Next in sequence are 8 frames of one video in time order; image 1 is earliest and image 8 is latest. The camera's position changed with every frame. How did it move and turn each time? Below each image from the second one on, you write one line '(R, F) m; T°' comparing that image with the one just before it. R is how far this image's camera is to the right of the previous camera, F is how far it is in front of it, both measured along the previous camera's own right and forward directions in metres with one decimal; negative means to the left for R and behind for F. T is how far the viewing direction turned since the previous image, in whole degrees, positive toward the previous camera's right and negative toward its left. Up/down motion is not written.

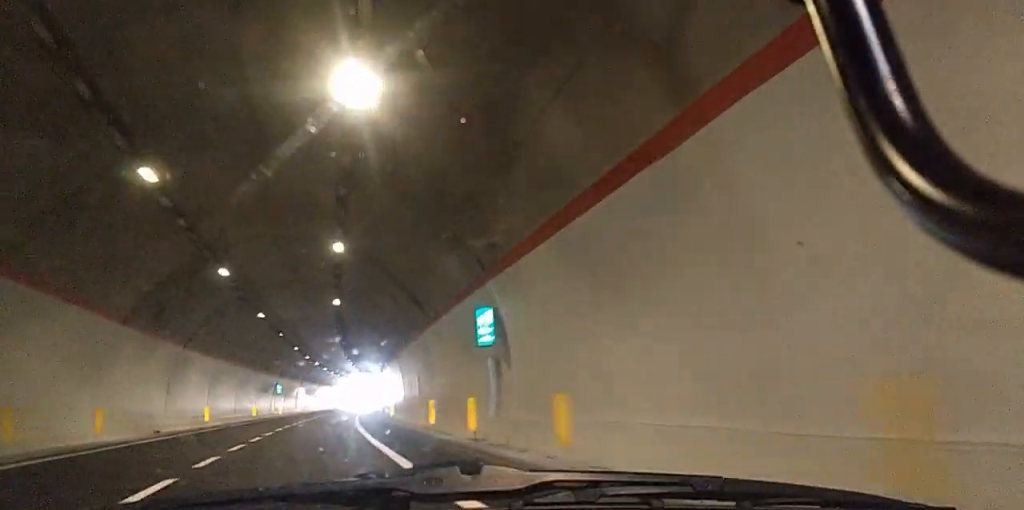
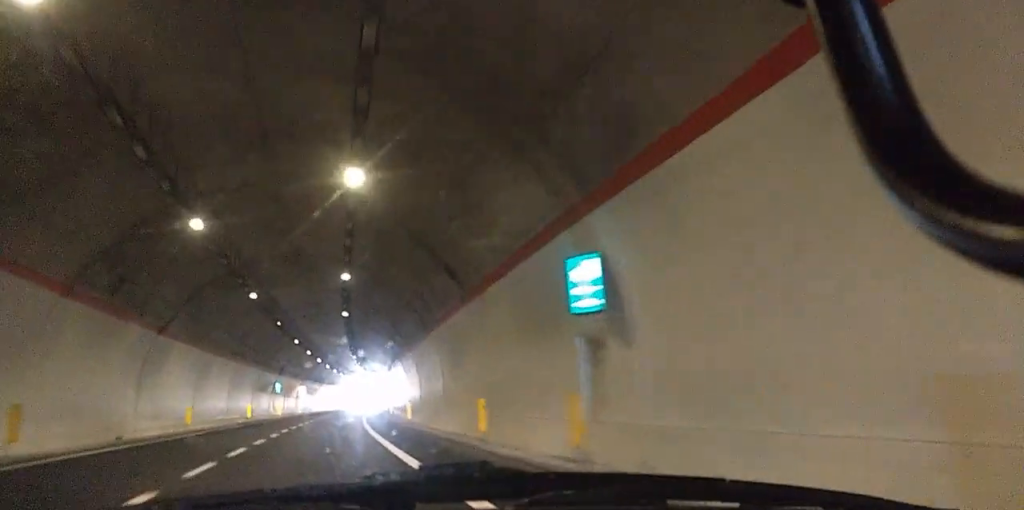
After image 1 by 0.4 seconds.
(+0.4, +8.5) m; +2°
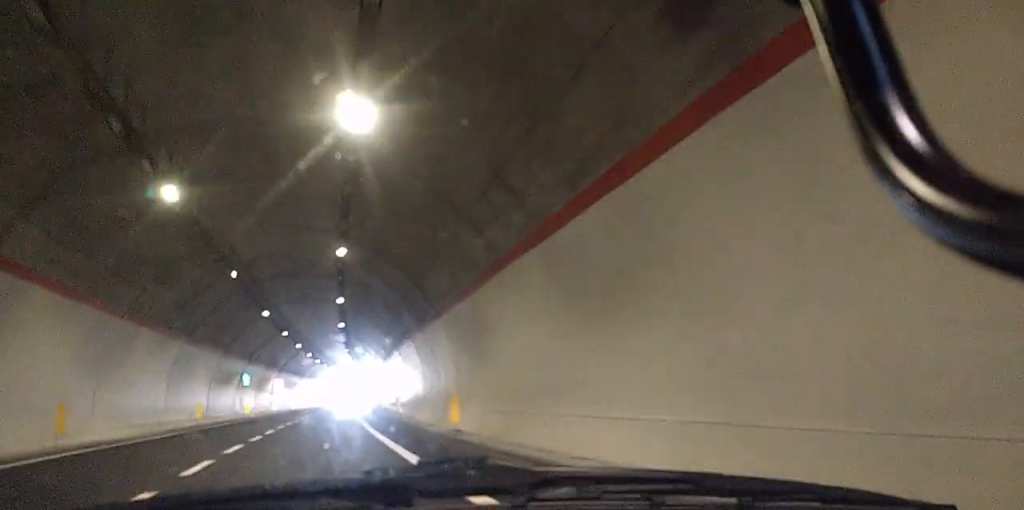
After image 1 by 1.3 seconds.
(+0.4, +18.6) m; +1°
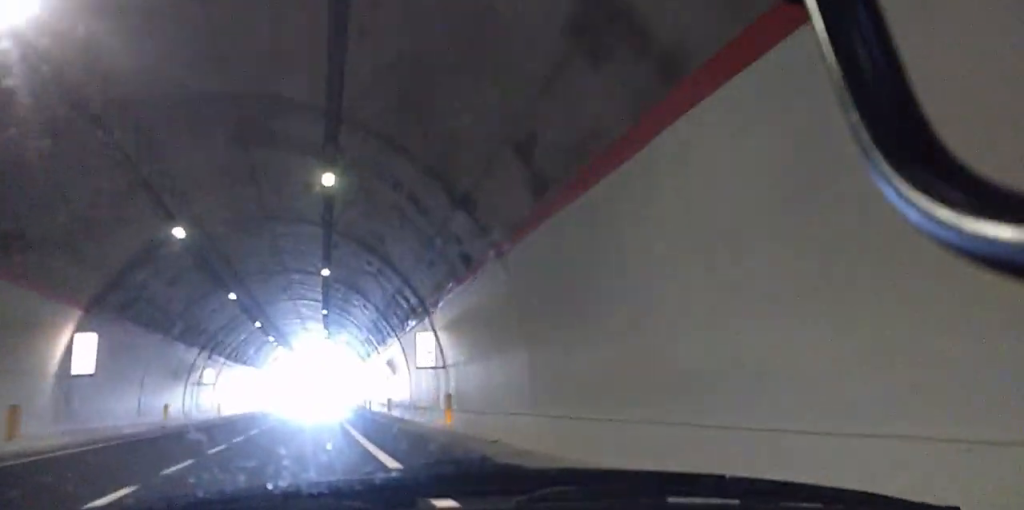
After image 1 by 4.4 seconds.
(0.0, +66.1) m; 0°
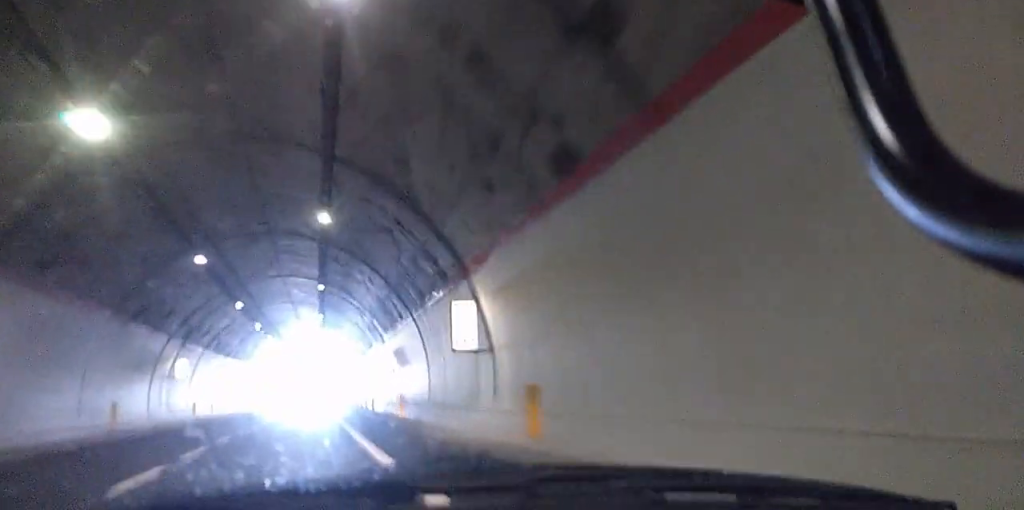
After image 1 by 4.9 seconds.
(0.0, +8.8) m; 0°
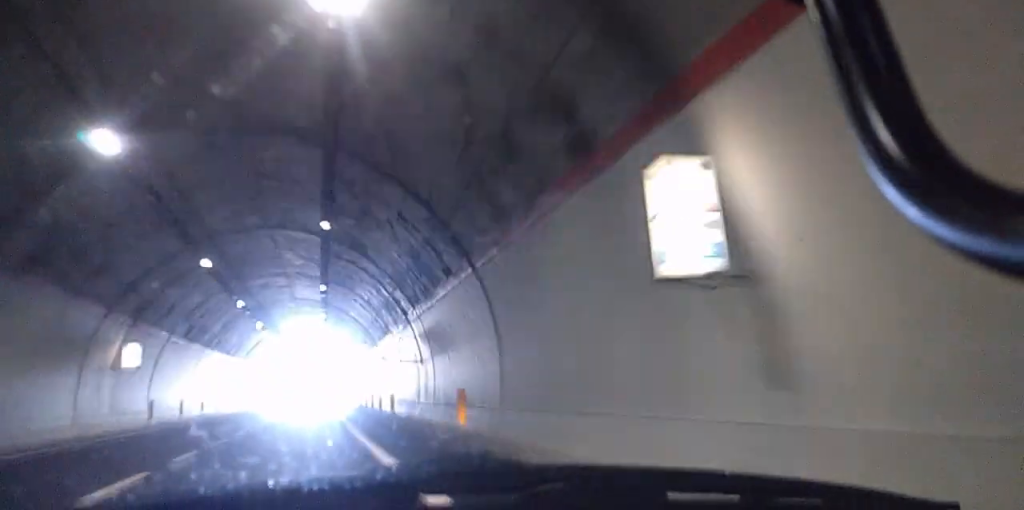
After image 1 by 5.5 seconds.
(0.0, +13.9) m; 0°
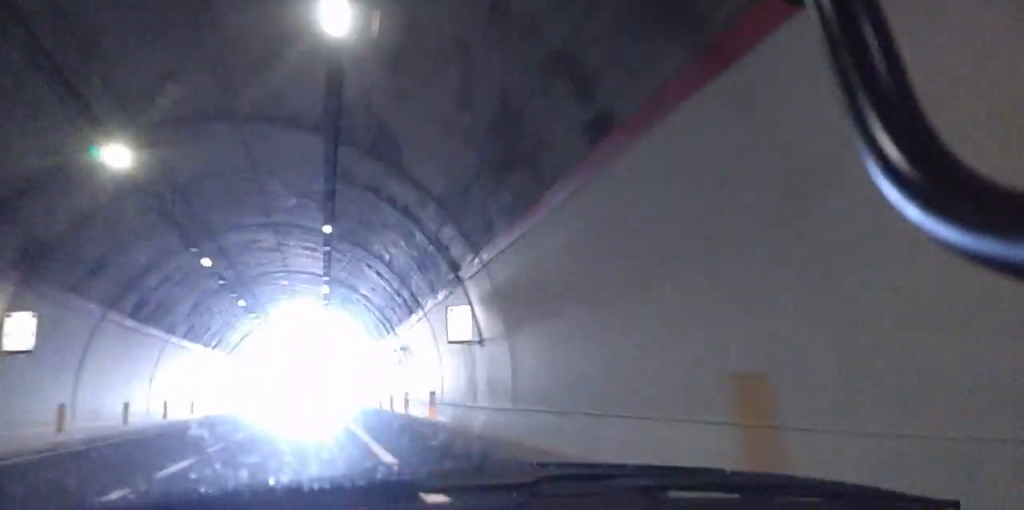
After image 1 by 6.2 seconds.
(0.0, +13.8) m; 0°
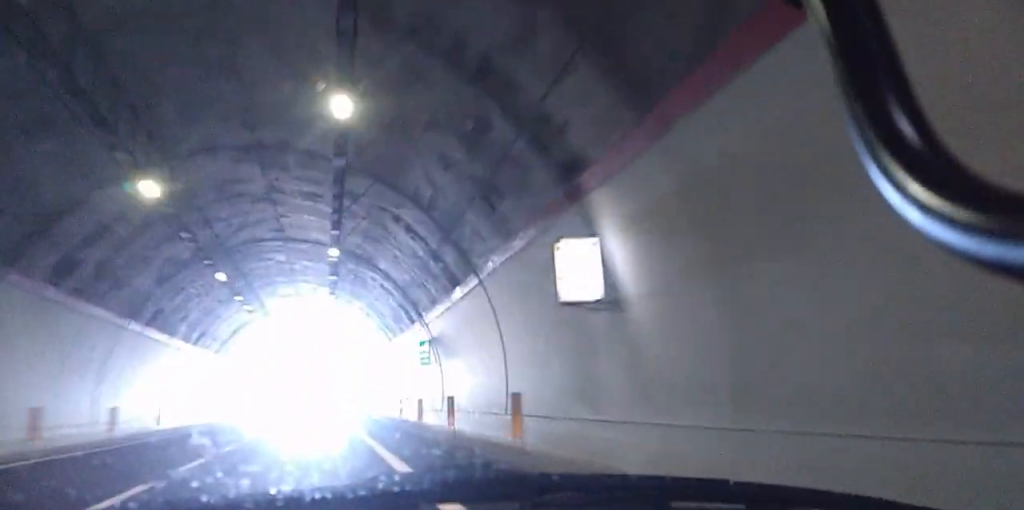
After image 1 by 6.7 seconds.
(0.0, +10.9) m; 0°
